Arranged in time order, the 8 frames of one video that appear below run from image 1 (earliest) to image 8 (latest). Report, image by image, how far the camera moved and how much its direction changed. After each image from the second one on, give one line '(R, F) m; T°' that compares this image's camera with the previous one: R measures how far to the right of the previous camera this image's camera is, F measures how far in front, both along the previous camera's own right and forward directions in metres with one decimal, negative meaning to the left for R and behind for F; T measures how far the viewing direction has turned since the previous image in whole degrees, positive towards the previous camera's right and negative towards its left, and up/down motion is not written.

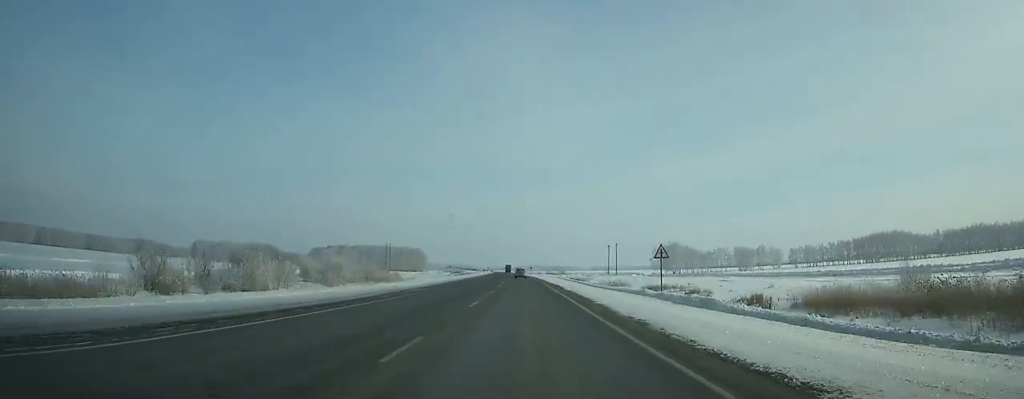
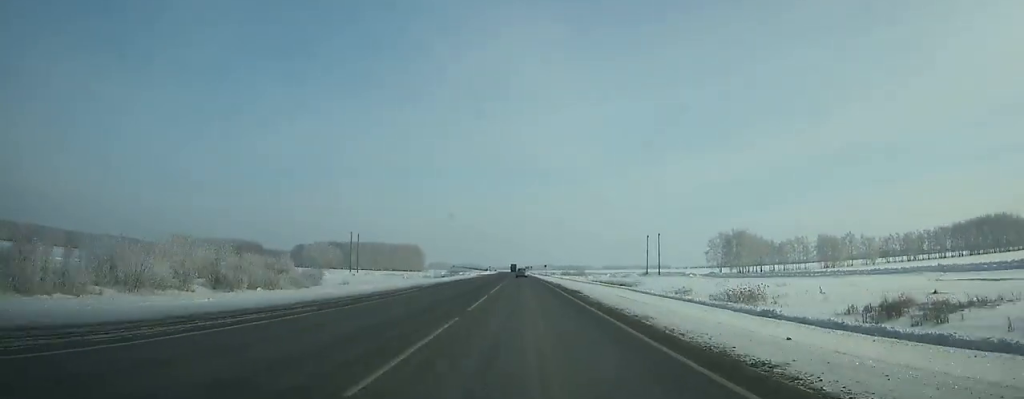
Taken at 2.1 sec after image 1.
(-0.7, +62.0) m; -1°
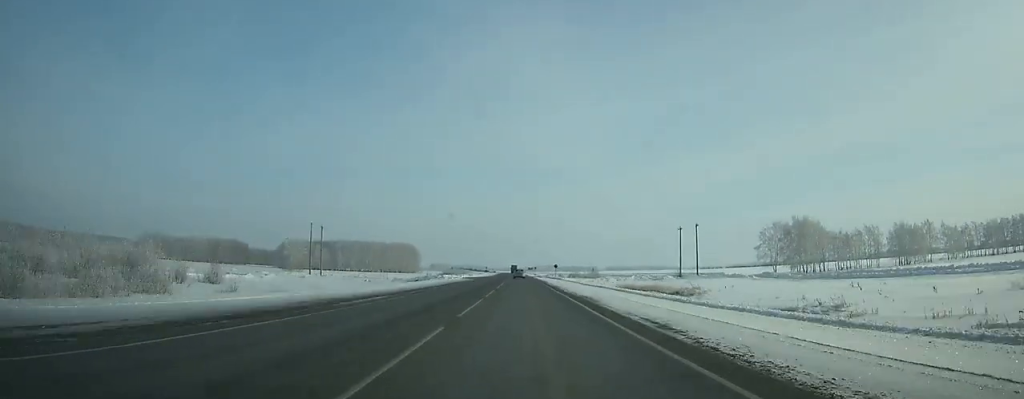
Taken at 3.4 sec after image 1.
(-0.2, +38.4) m; 0°
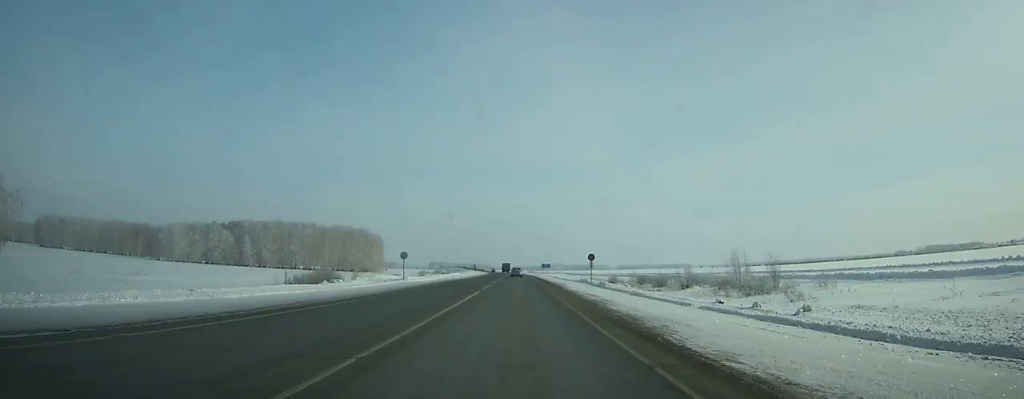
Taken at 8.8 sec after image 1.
(-0.7, +157.8) m; -1°
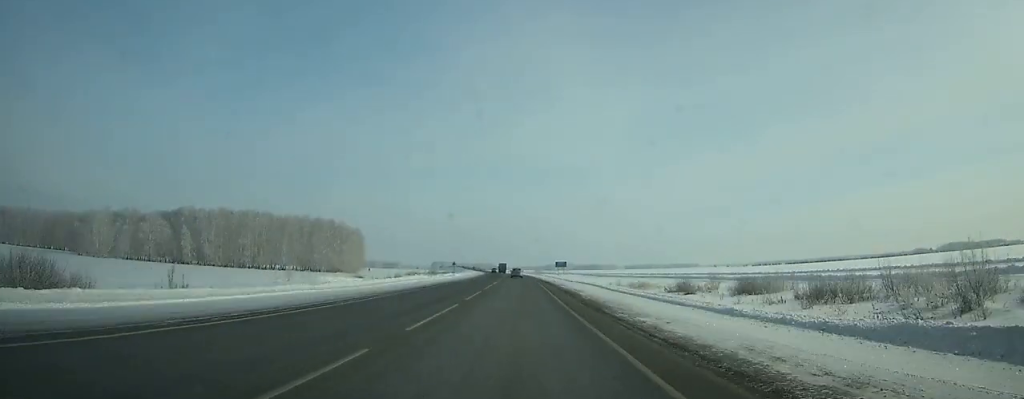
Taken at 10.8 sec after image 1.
(-0.4, +58.4) m; -1°
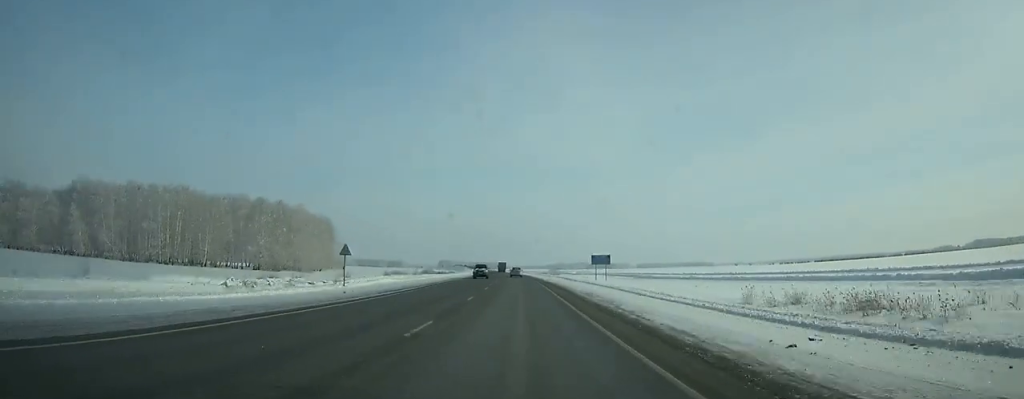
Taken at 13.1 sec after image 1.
(-0.5, +67.2) m; -1°
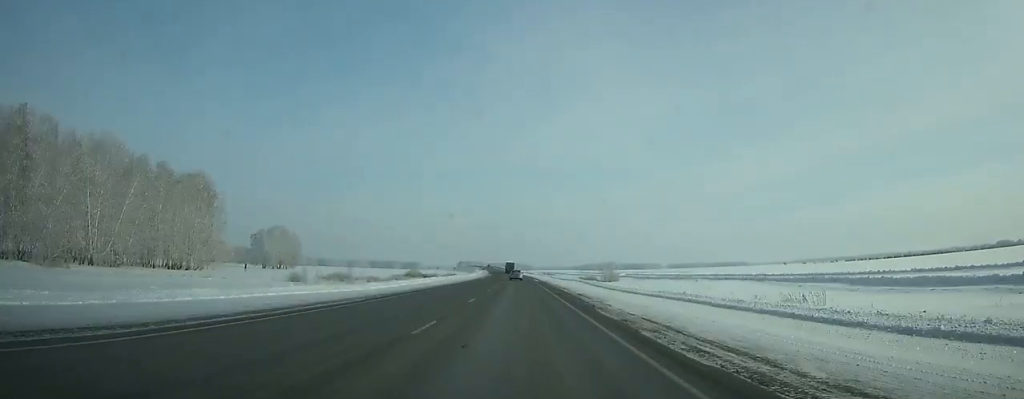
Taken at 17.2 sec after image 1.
(-2.2, +119.9) m; -2°
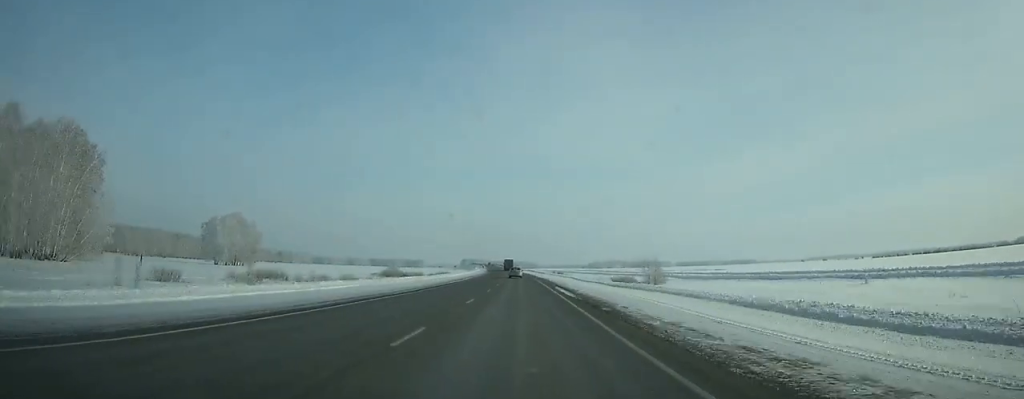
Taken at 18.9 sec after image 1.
(-0.2, +49.6) m; -1°
